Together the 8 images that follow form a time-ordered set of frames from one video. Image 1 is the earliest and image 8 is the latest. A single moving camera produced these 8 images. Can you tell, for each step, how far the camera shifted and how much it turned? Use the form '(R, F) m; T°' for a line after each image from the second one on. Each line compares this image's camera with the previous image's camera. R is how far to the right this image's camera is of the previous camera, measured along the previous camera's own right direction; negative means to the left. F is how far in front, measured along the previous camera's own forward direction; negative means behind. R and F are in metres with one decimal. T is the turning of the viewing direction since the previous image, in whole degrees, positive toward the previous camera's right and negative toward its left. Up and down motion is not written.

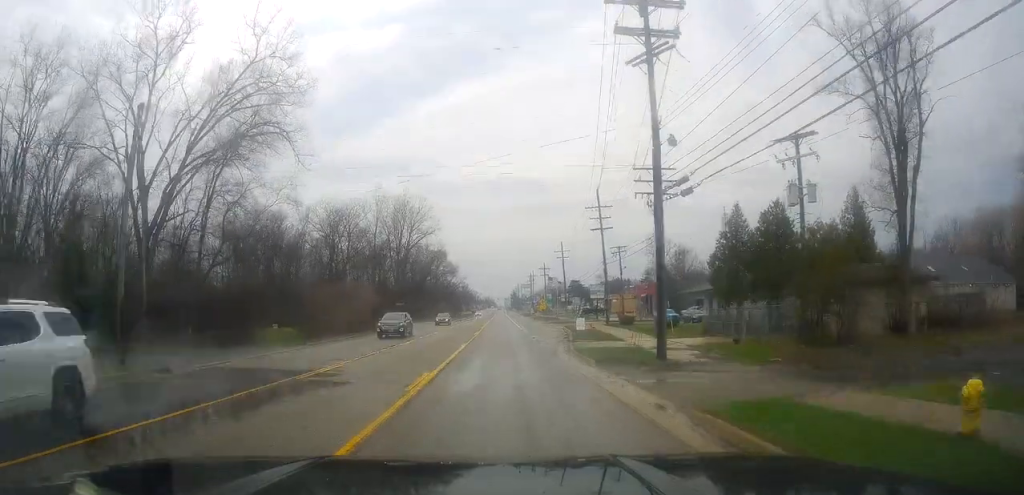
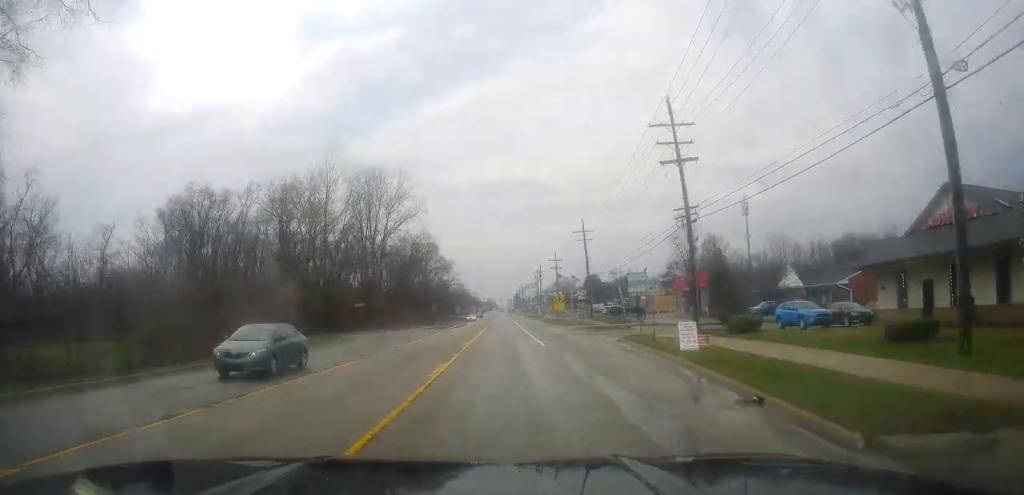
(-0.7, +29.1) m; -2°
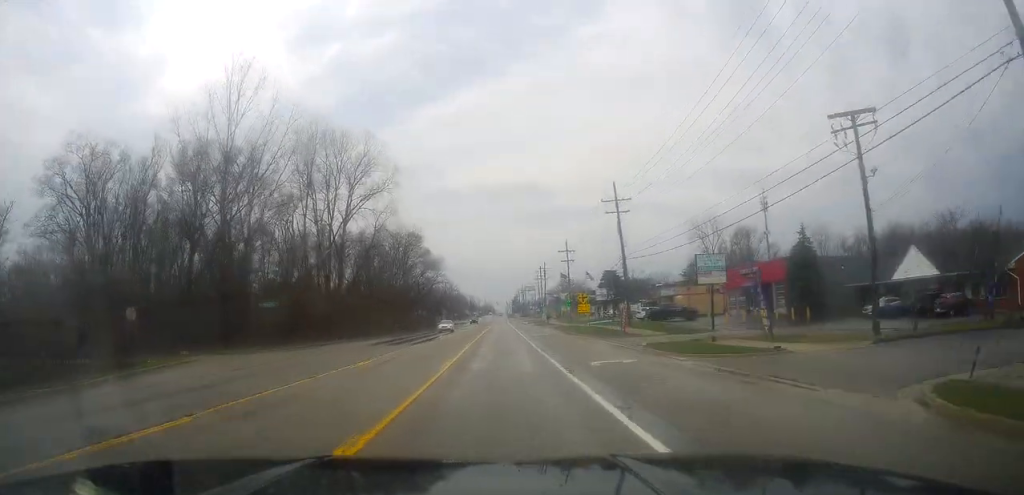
(+0.4, +26.7) m; +2°
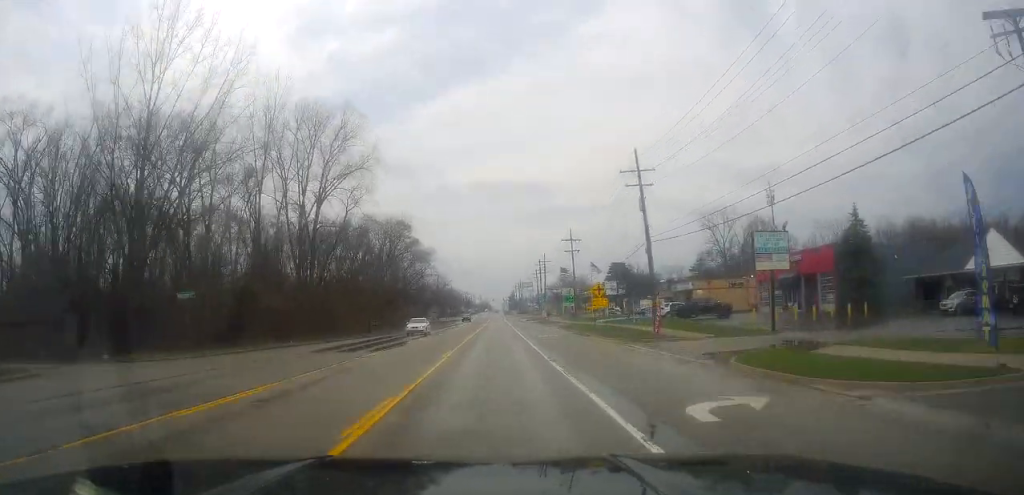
(+0.2, +11.3) m; +1°
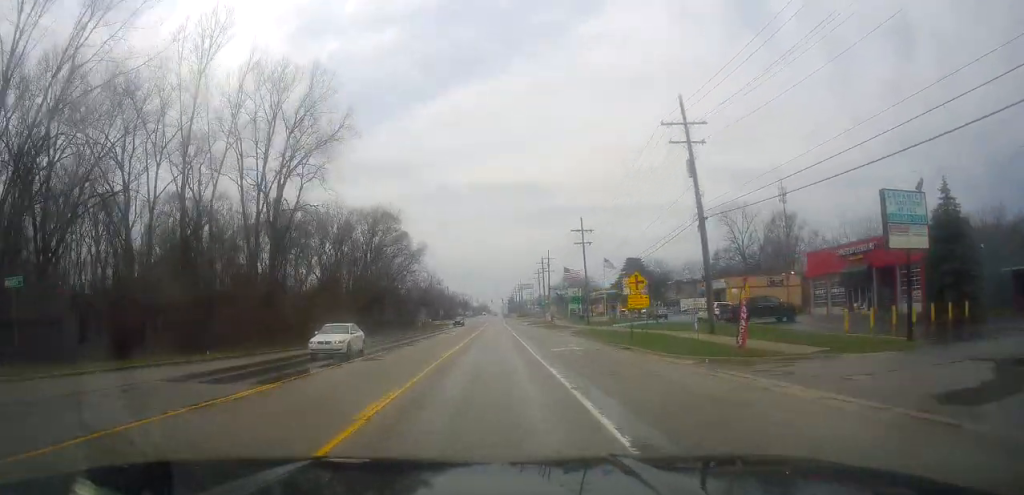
(0.0, +13.3) m; -1°
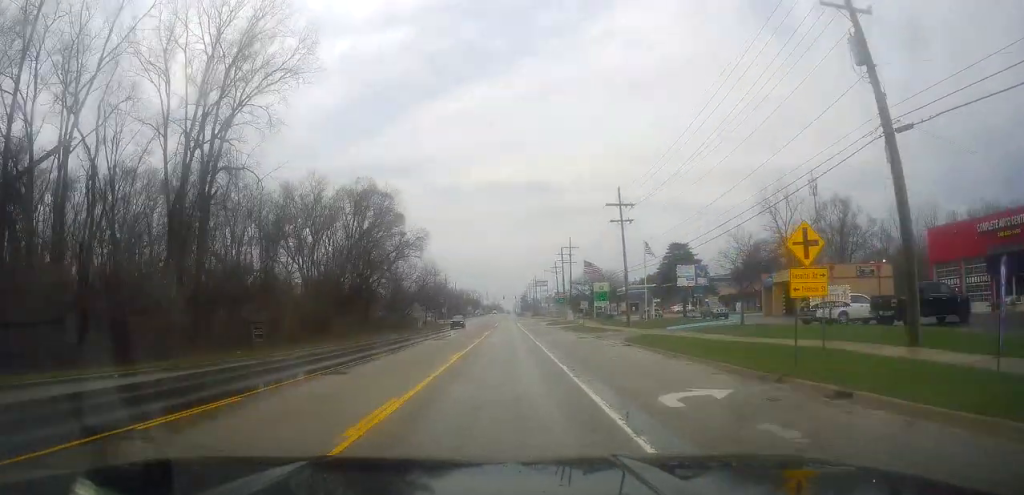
(-0.3, +17.8) m; -1°
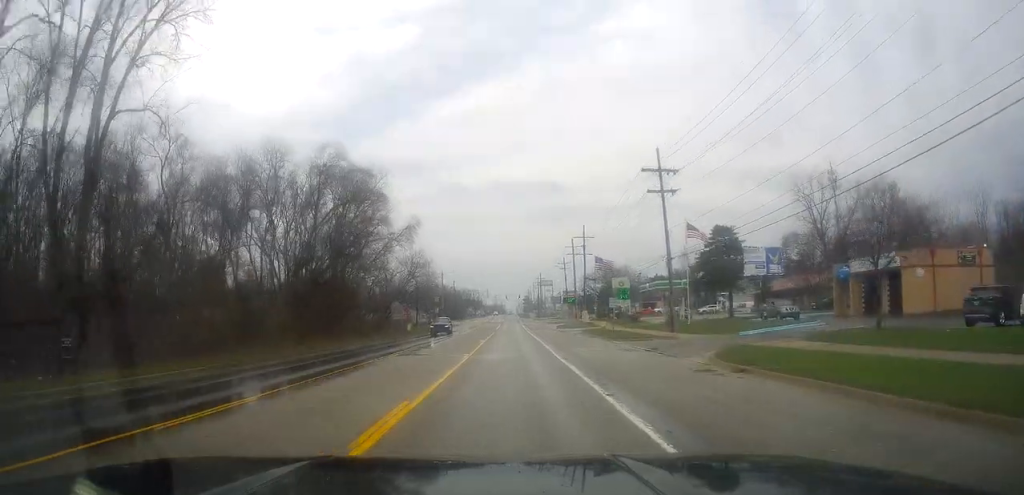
(-0.2, +15.0) m; 0°
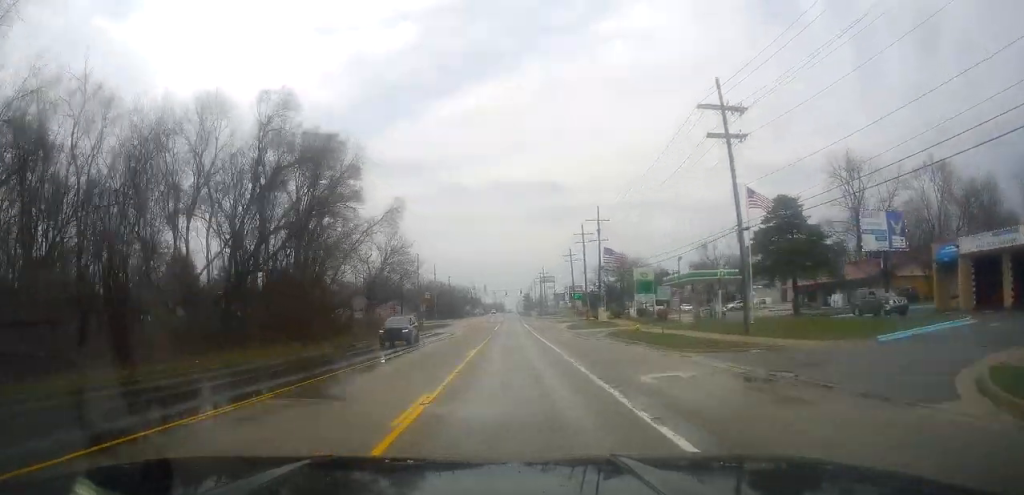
(-0.1, +14.2) m; +1°
